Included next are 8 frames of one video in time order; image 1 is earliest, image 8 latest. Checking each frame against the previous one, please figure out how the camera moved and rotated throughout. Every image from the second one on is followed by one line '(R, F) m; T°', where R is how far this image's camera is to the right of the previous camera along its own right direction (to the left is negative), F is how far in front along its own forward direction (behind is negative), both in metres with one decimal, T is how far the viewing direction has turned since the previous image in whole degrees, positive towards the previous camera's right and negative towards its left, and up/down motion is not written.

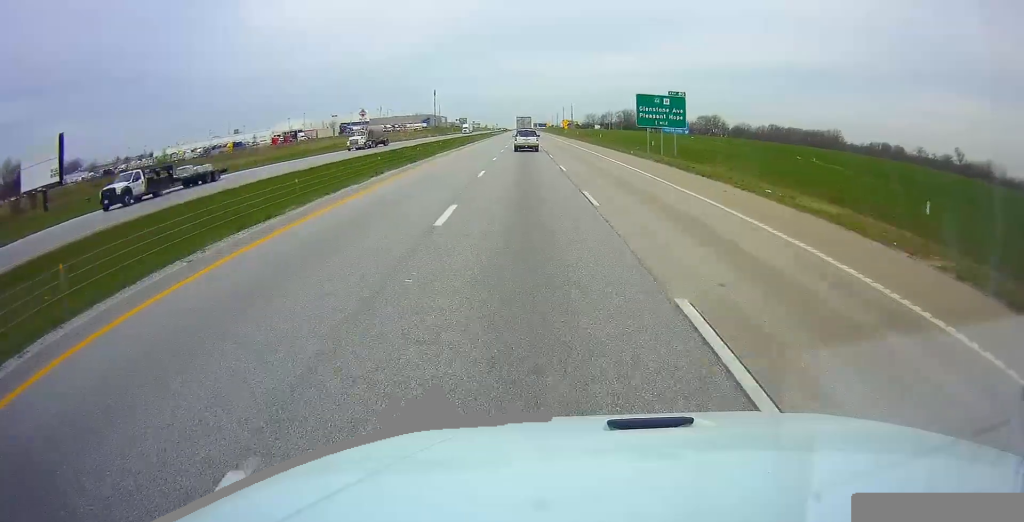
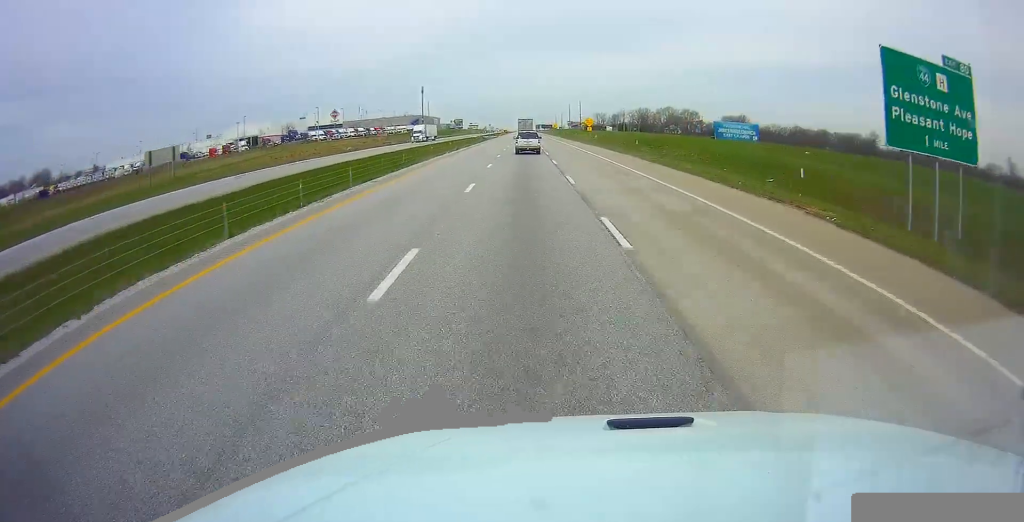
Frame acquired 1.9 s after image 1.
(0.0, +54.1) m; 0°
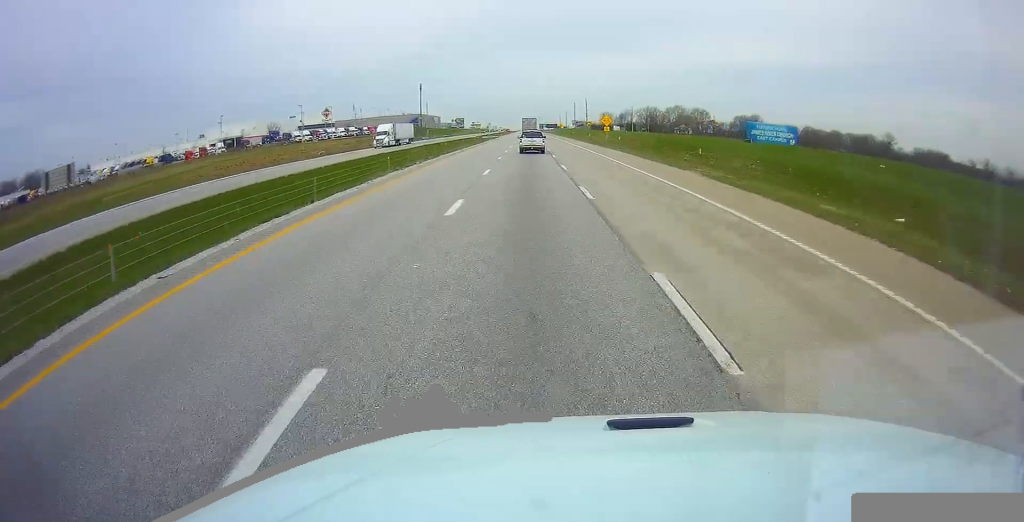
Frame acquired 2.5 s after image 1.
(0.0, +17.4) m; 0°
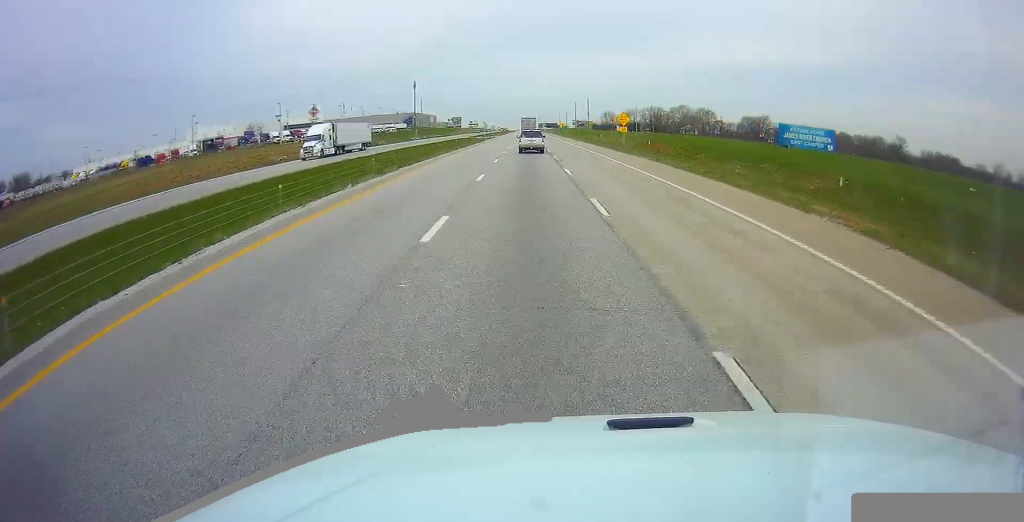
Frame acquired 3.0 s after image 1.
(0.0, +15.4) m; 0°
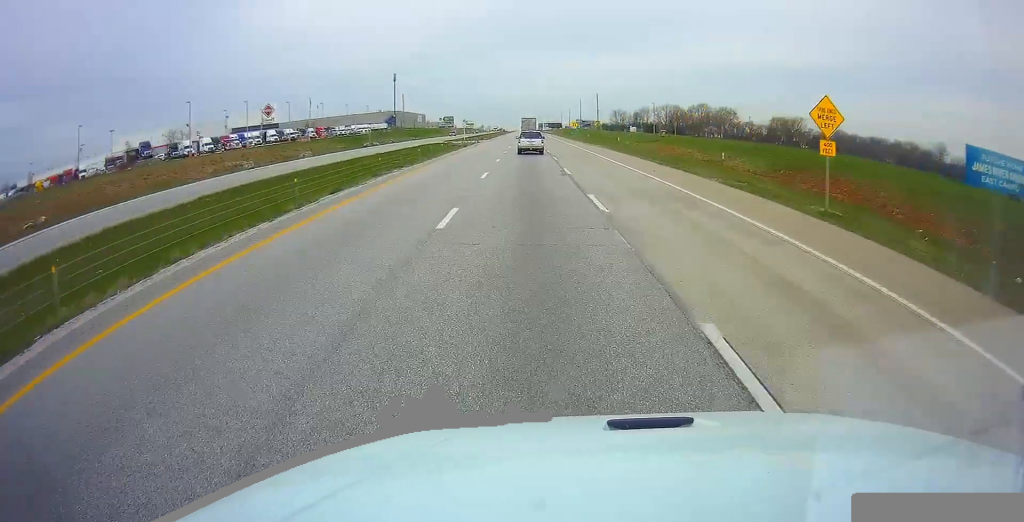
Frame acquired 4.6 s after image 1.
(0.0, +47.6) m; 0°
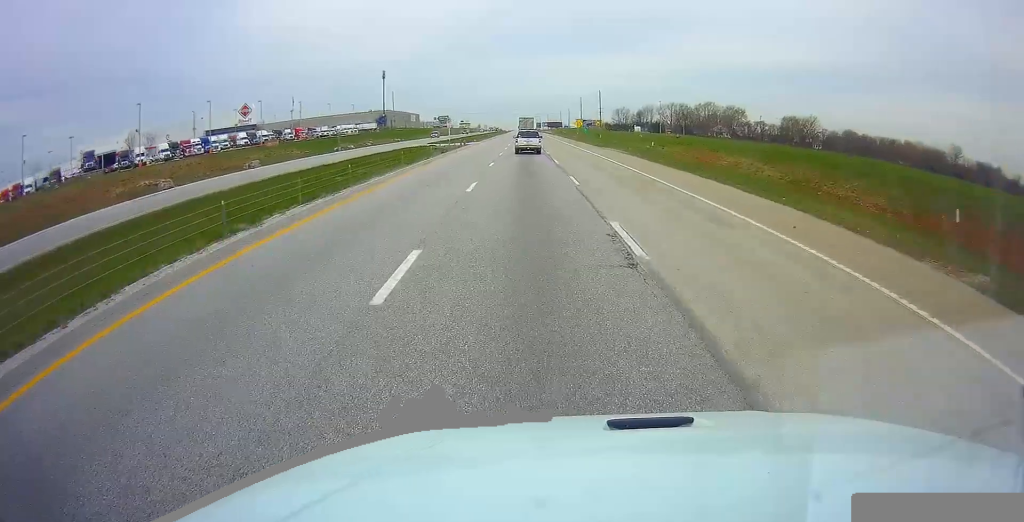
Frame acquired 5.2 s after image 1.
(0.0, +17.5) m; 0°
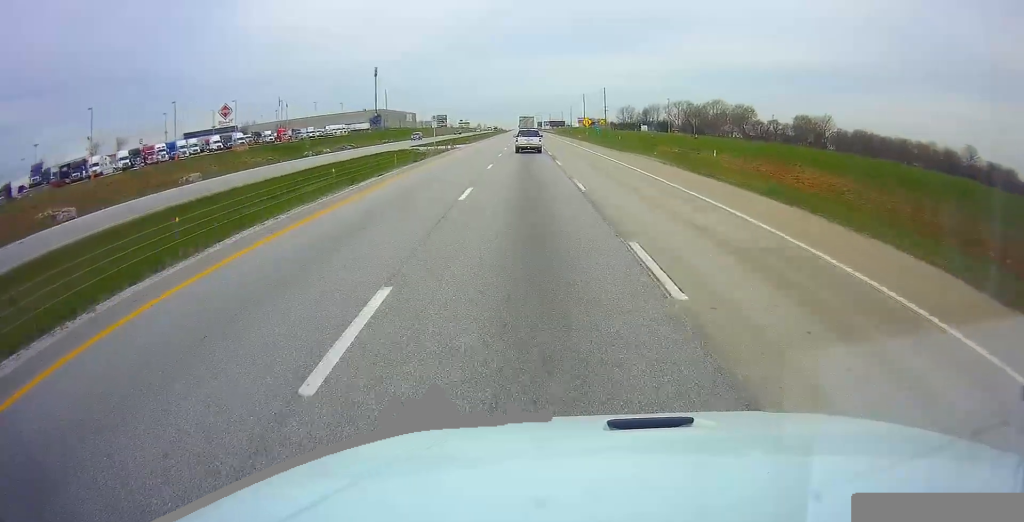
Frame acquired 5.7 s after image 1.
(0.0, +14.6) m; 0°
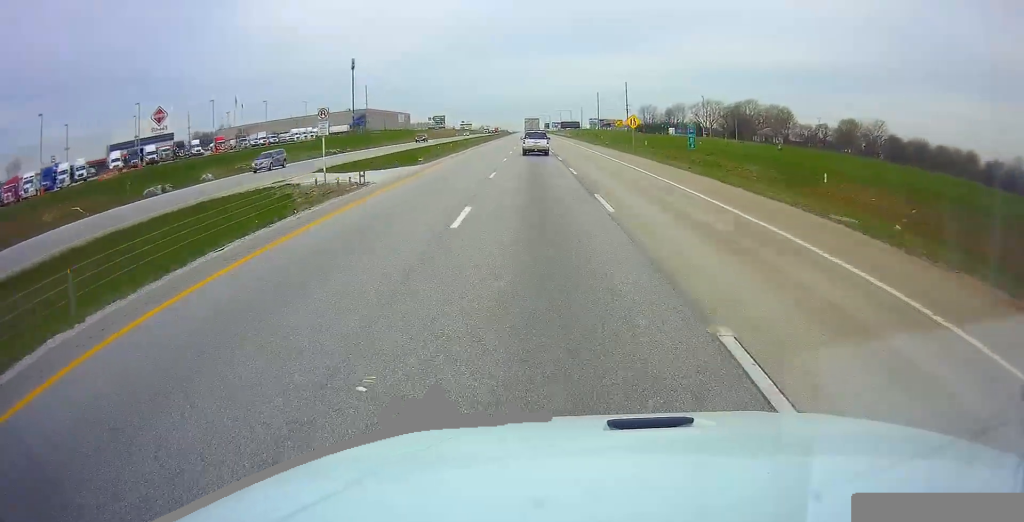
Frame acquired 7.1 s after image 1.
(-0.2, +40.9) m; 0°
